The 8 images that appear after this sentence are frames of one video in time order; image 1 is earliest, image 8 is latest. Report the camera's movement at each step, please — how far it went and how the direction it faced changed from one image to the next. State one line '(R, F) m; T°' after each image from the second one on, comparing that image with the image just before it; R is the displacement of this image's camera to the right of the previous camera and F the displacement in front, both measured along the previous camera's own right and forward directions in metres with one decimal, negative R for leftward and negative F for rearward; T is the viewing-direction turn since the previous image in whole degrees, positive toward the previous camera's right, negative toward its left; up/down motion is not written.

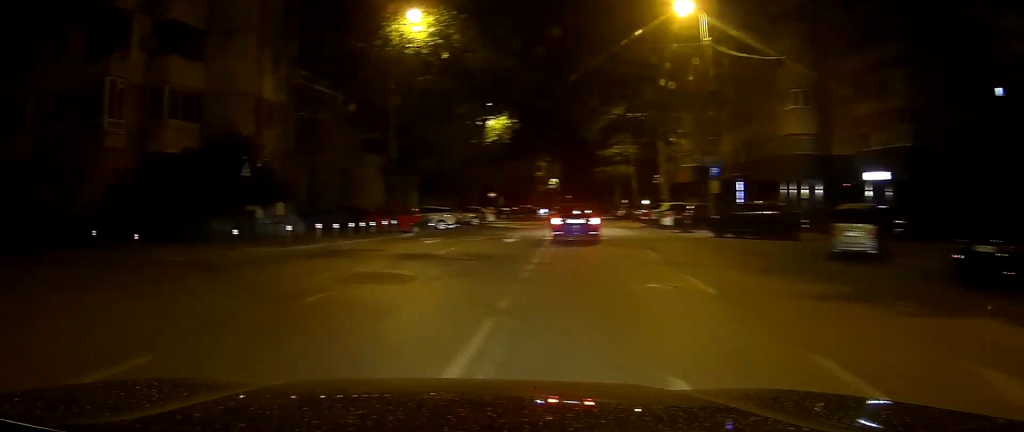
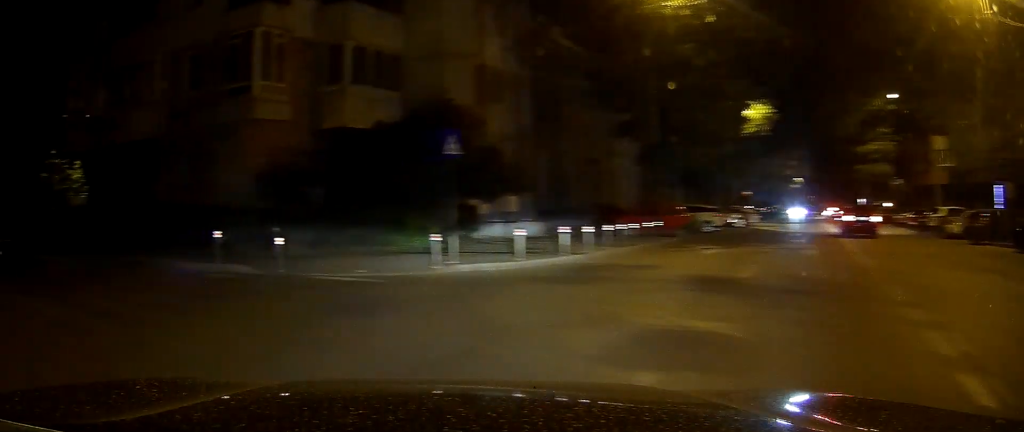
(-2.0, +7.0) m; -16°
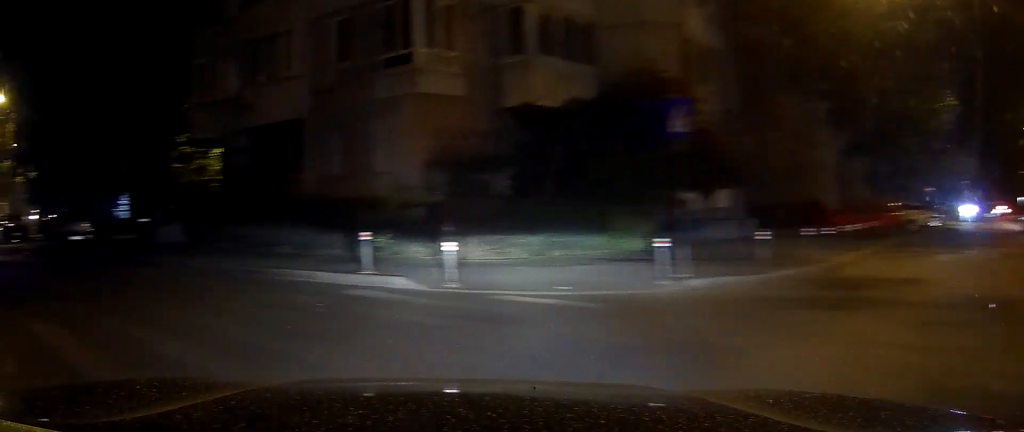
(0.0, +3.9) m; 0°
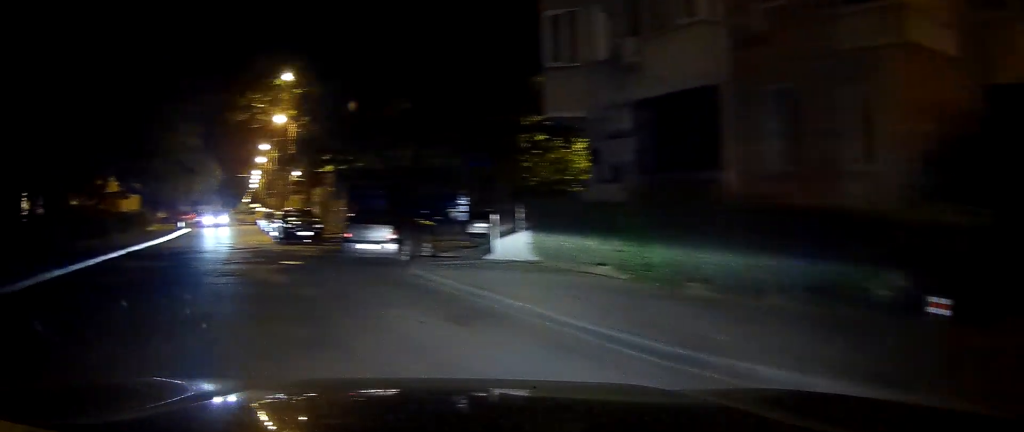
(-0.4, +7.5) m; -18°
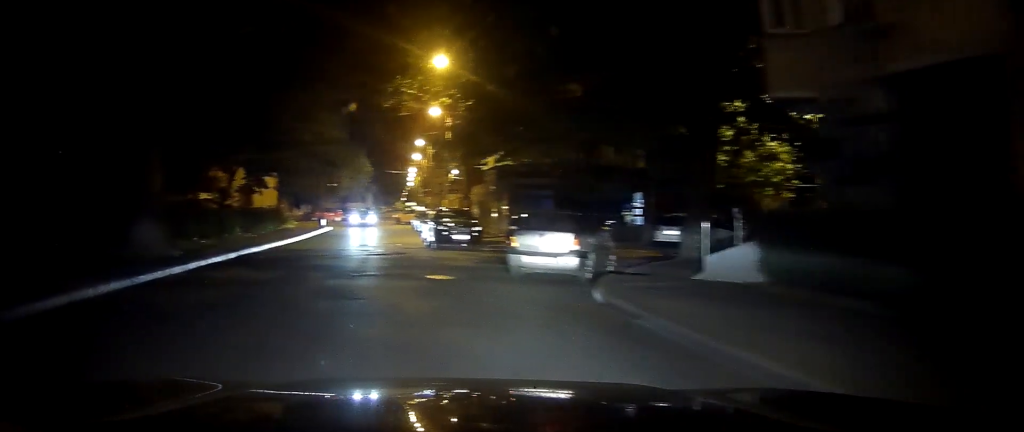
(-1.2, +4.1) m; -15°
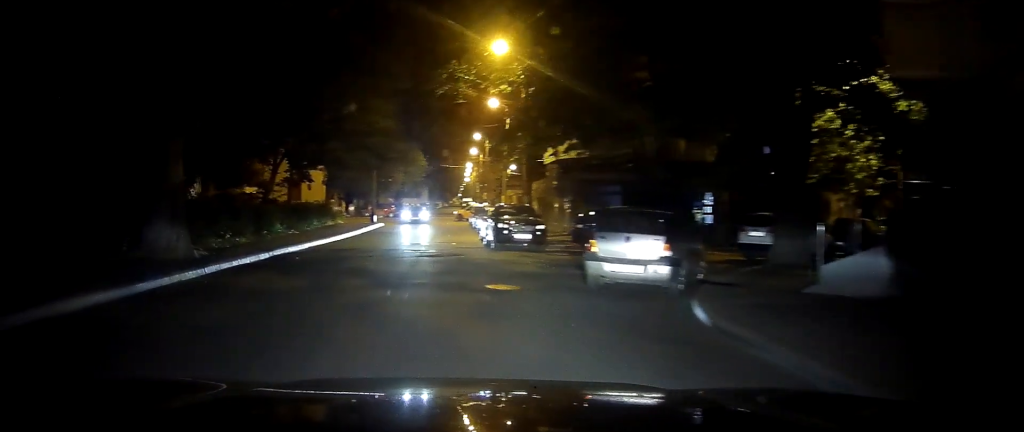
(-0.1, +2.3) m; -2°
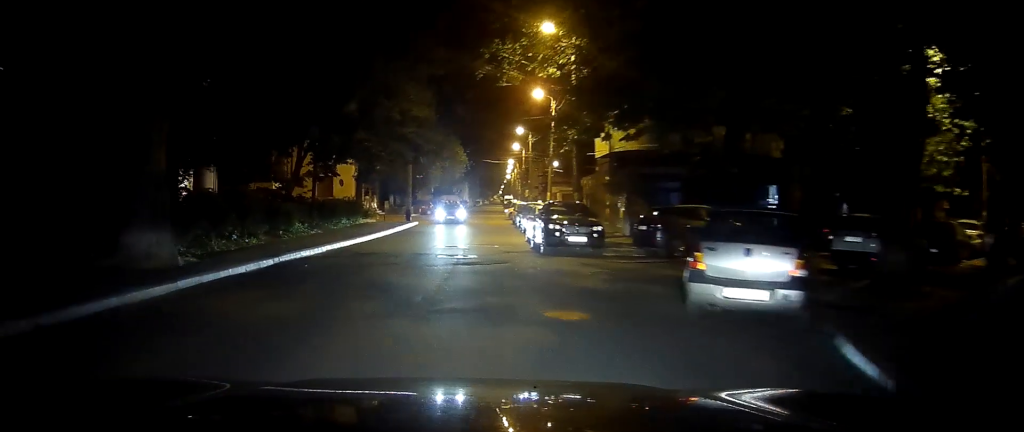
(0.0, +3.0) m; -1°
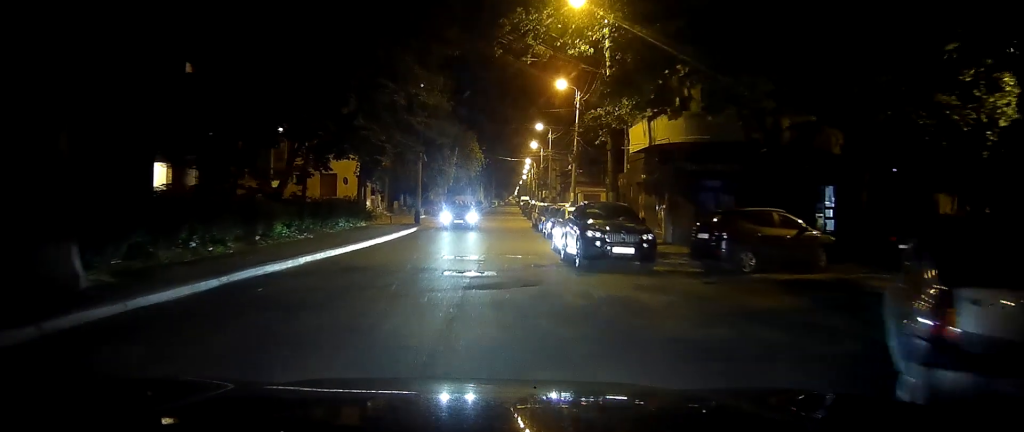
(0.0, +3.9) m; -2°
